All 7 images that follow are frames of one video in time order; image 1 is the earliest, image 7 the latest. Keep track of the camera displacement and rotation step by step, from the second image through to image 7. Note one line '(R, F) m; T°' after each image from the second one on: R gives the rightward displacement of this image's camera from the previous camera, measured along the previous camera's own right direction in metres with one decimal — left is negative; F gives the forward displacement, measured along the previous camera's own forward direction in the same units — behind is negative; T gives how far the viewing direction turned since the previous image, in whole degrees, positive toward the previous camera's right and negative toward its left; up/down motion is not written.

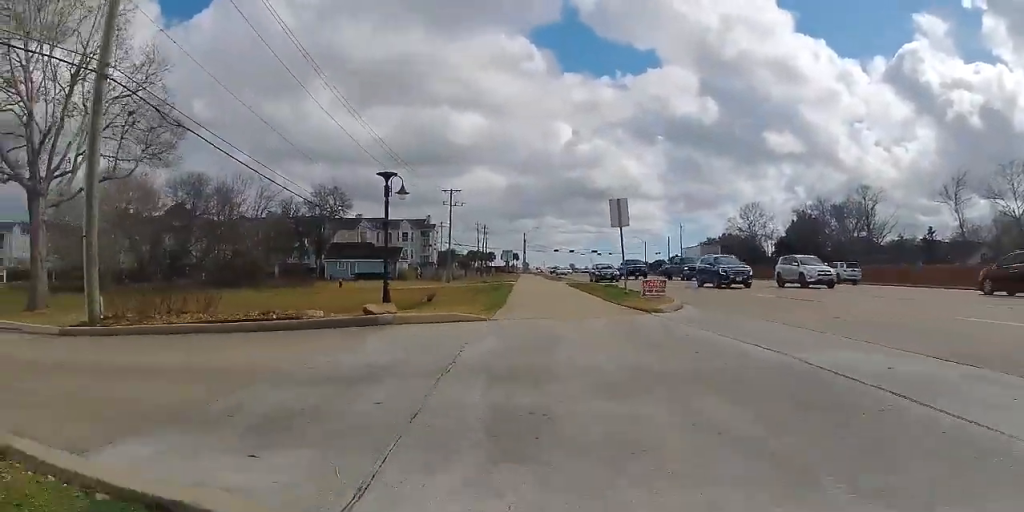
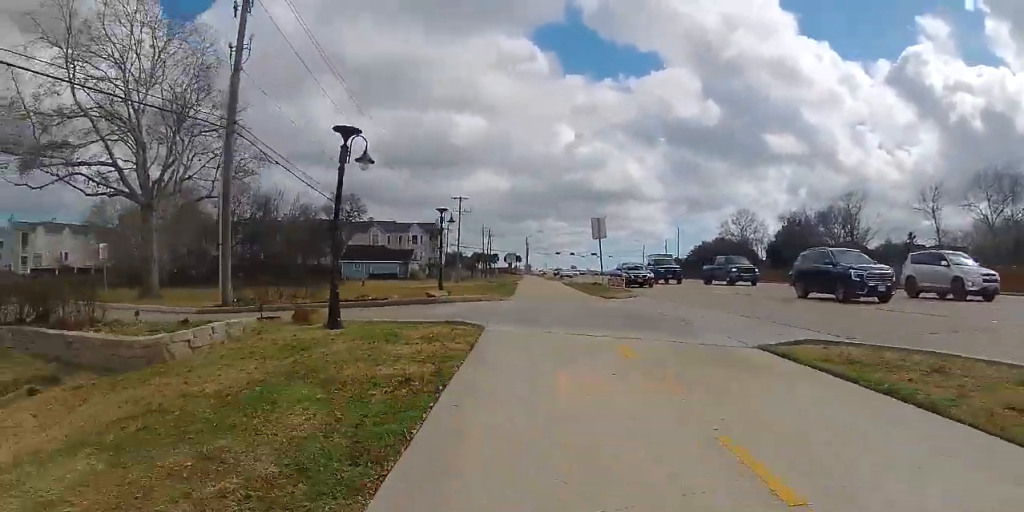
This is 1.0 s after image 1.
(-0.1, +6.1) m; -2°
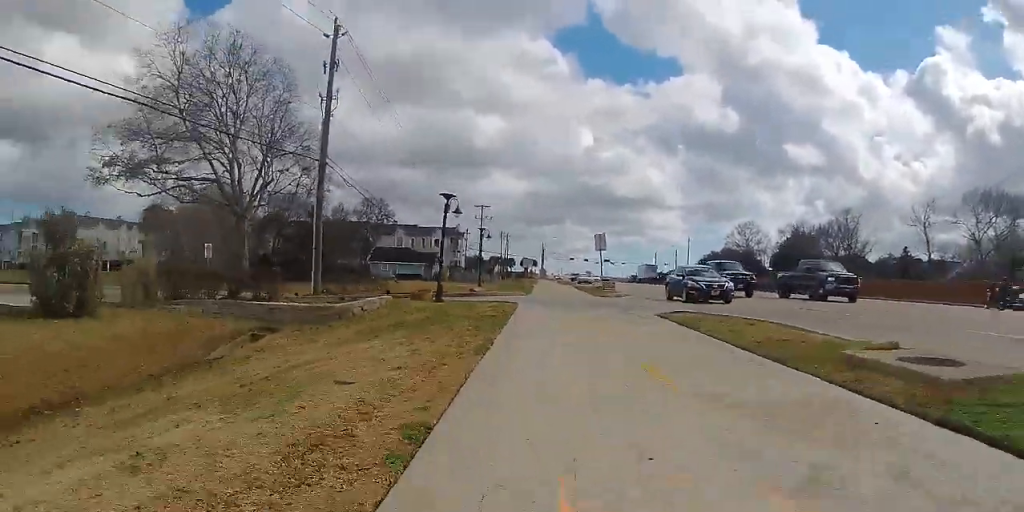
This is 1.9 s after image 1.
(-0.1, +6.1) m; +1°
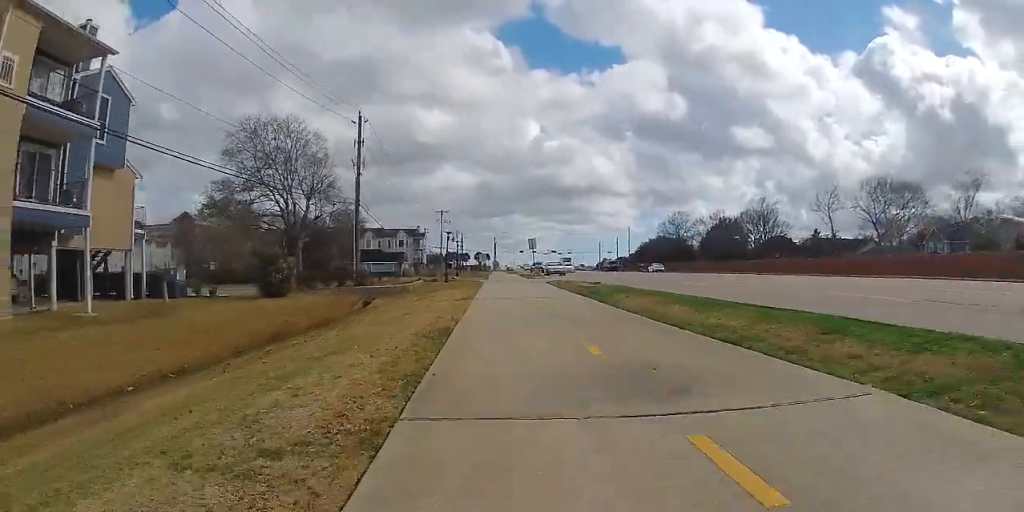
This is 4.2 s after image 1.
(+0.2, +15.0) m; +1°
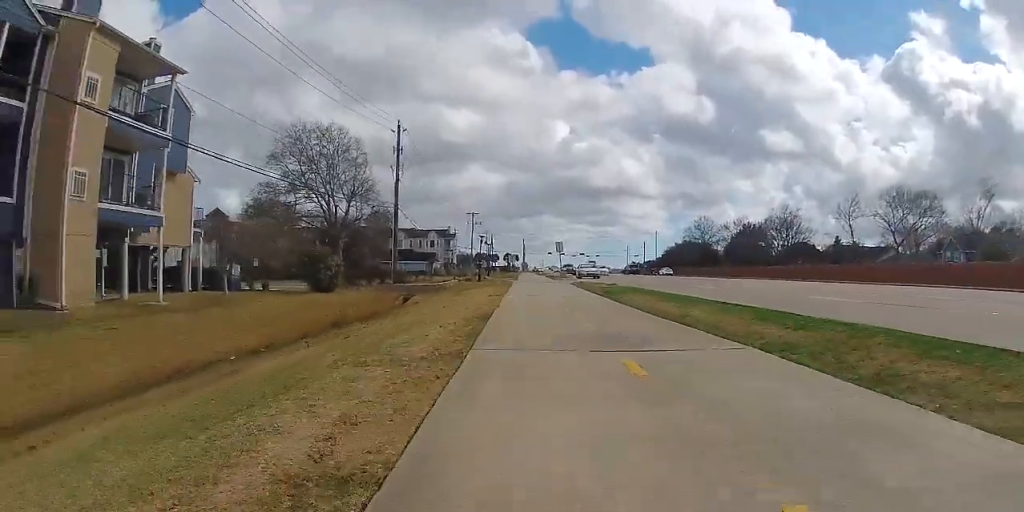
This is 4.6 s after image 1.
(0.0, +2.8) m; 0°
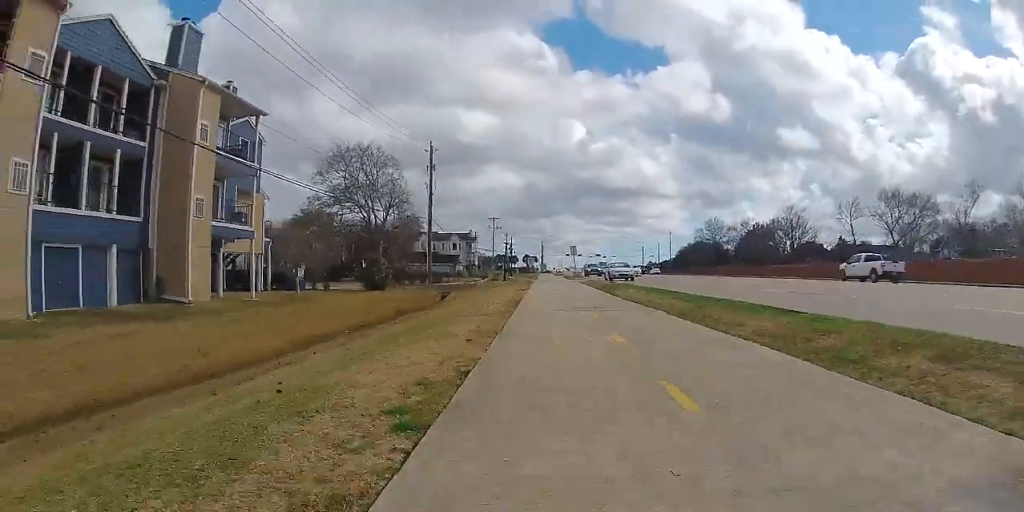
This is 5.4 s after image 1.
(+0.2, +6.2) m; 0°
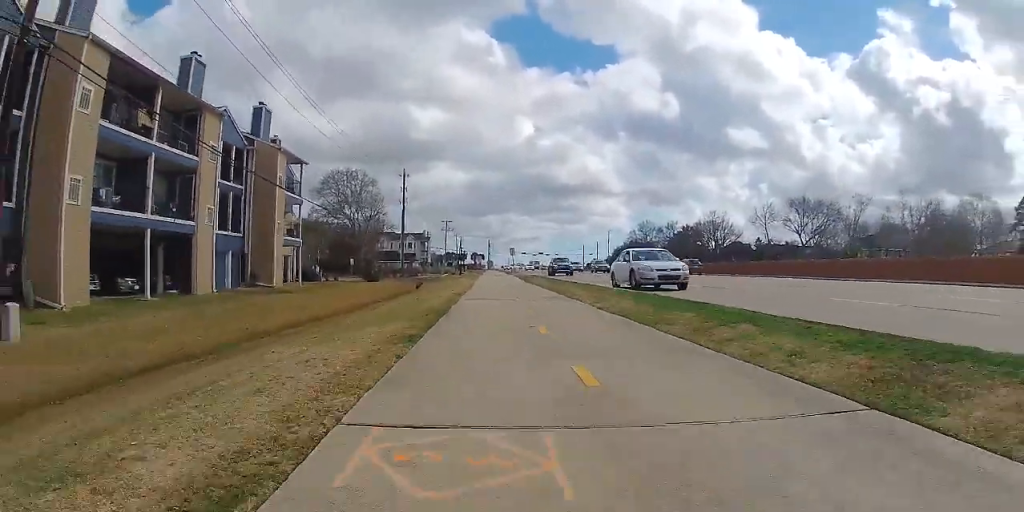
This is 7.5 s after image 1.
(-0.5, +15.2) m; 0°
